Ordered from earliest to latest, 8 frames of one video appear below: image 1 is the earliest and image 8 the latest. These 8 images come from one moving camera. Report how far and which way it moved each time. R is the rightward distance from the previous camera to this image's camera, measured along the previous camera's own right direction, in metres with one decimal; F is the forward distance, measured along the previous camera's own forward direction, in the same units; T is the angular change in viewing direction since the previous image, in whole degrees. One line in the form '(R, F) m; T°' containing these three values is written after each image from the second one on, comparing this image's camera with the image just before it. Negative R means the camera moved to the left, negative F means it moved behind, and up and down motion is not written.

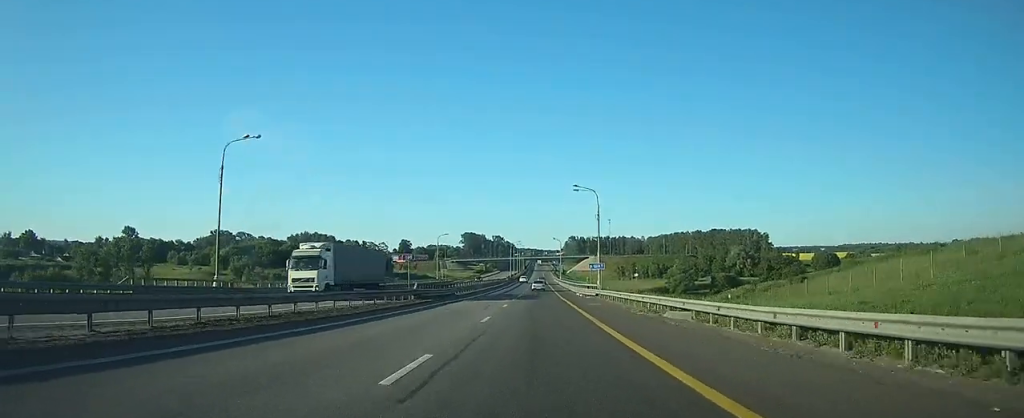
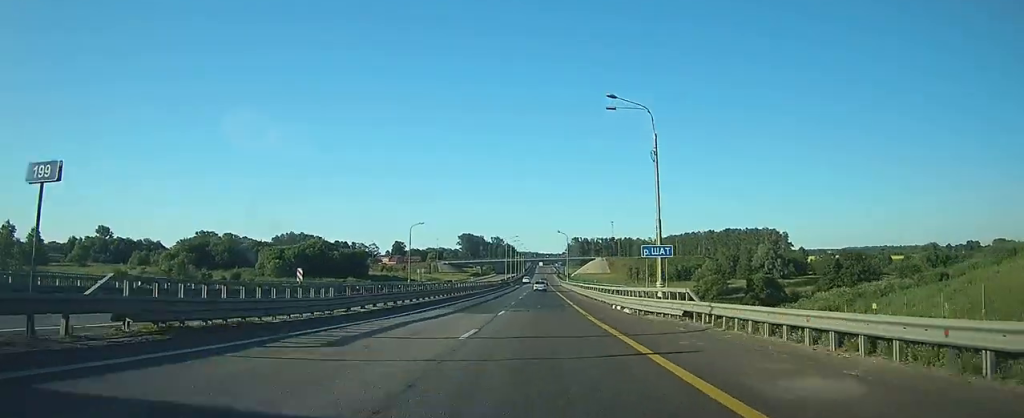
(+0.1, +29.7) m; 0°
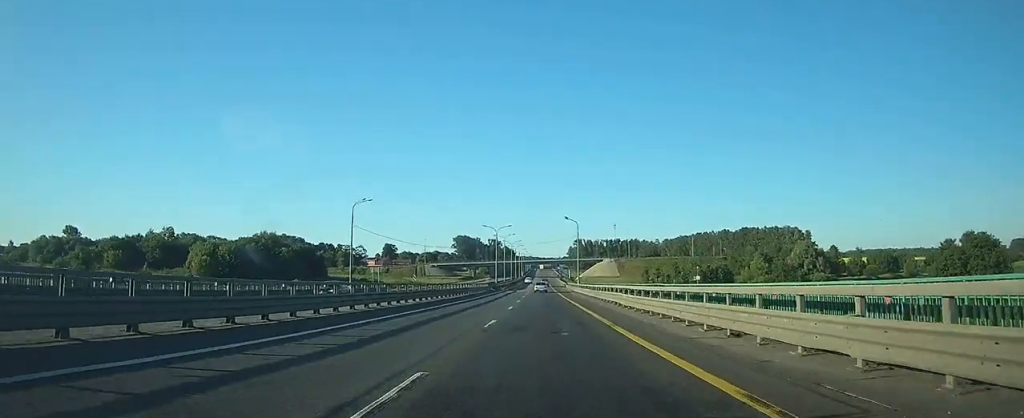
(+0.1, +32.3) m; 0°
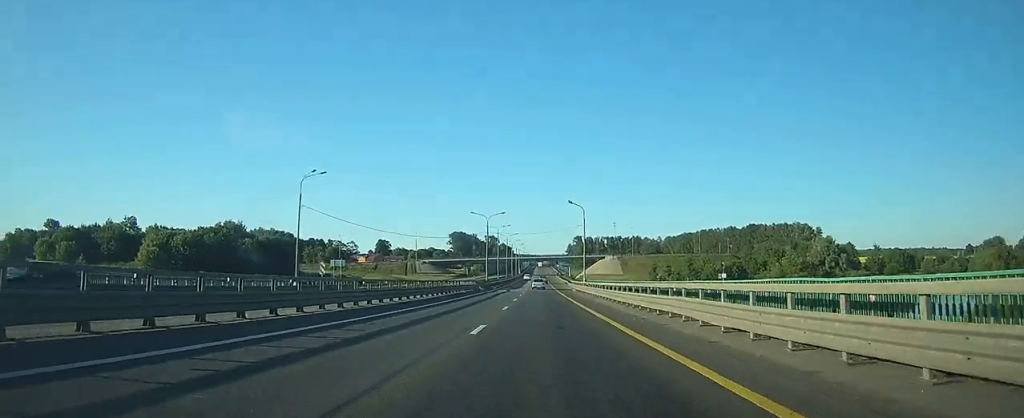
(0.0, +15.5) m; 0°
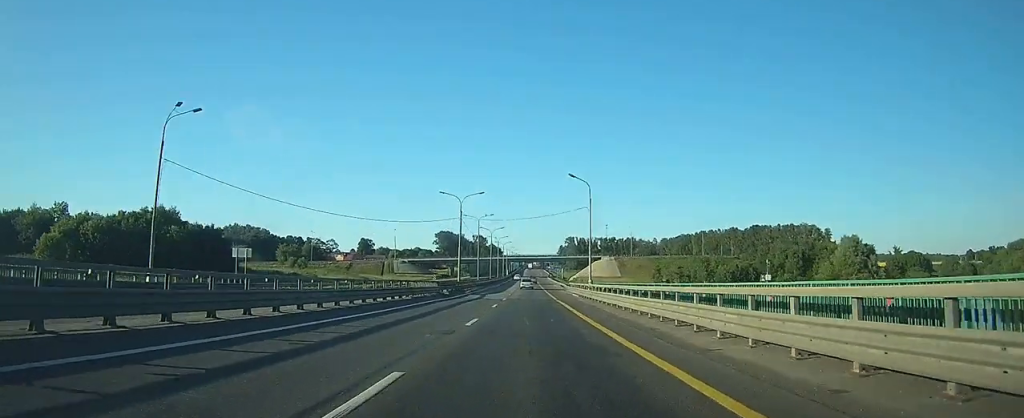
(0.0, +20.9) m; 0°
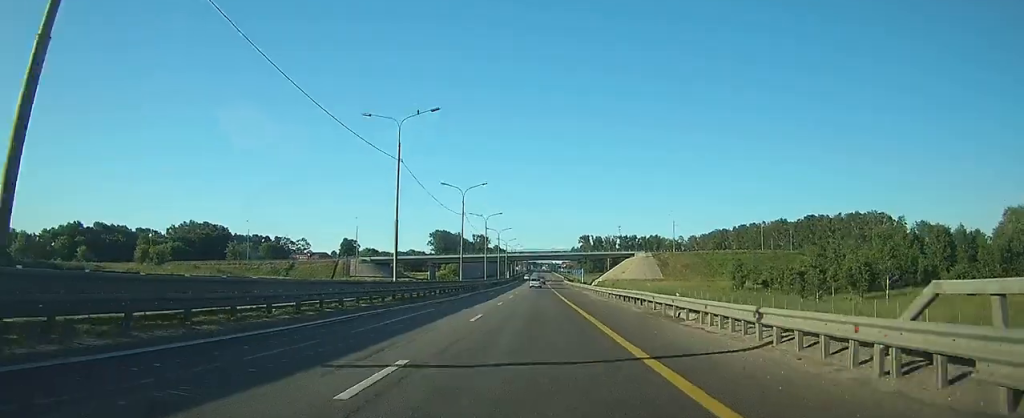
(-0.2, +59.0) m; 0°
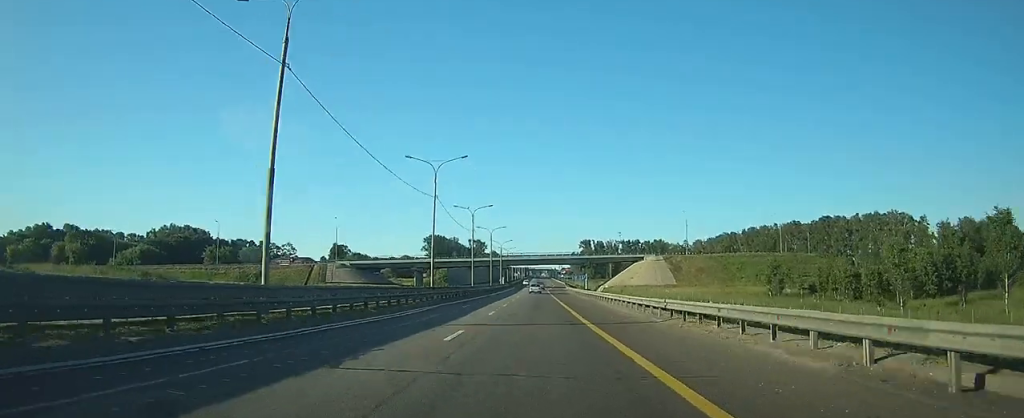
(0.0, +16.7) m; 0°
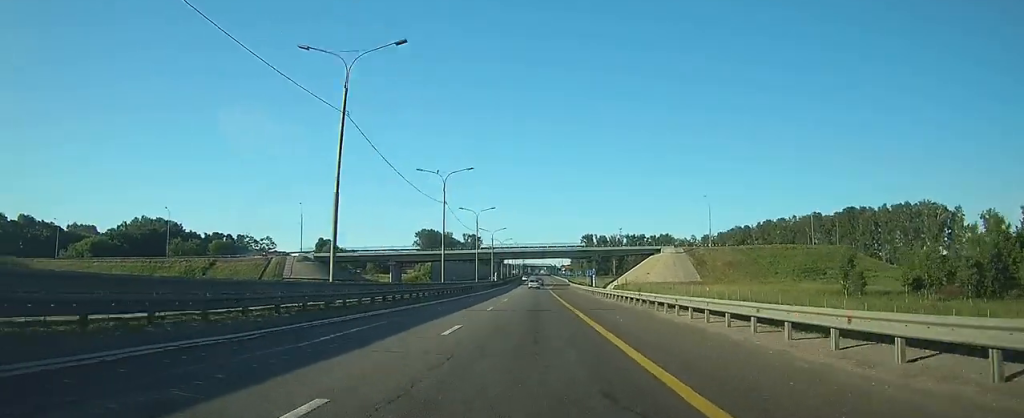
(0.0, +22.6) m; 0°
